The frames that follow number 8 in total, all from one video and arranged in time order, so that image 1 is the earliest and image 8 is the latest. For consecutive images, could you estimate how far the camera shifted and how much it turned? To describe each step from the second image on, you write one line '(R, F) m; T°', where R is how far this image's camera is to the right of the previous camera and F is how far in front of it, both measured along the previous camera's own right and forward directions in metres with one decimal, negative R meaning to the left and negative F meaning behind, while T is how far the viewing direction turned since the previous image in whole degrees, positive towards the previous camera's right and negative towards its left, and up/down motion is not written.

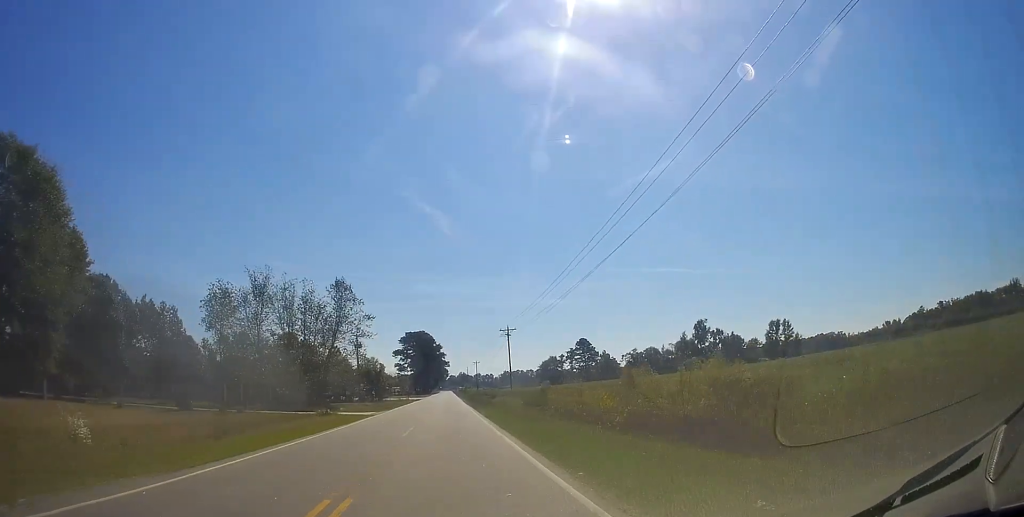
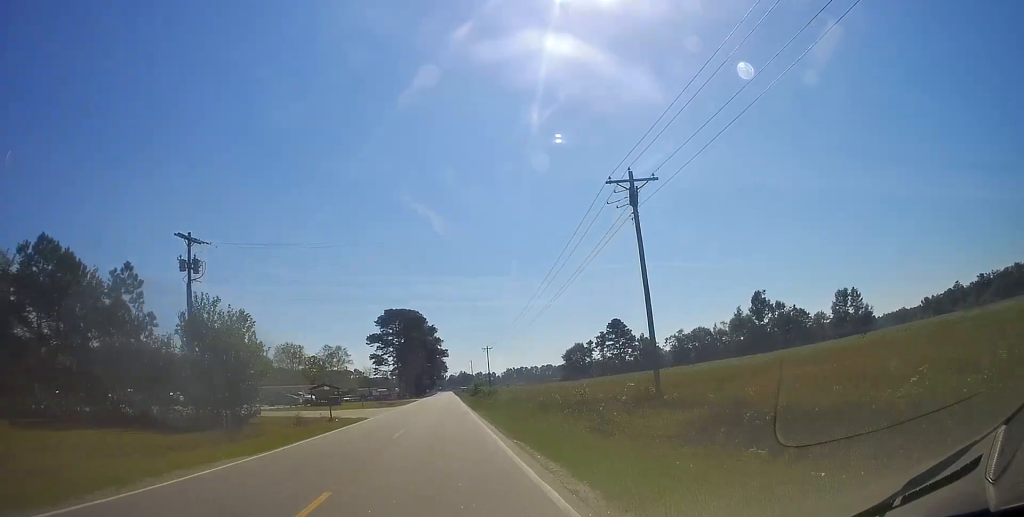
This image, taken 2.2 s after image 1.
(+0.6, +61.4) m; -1°
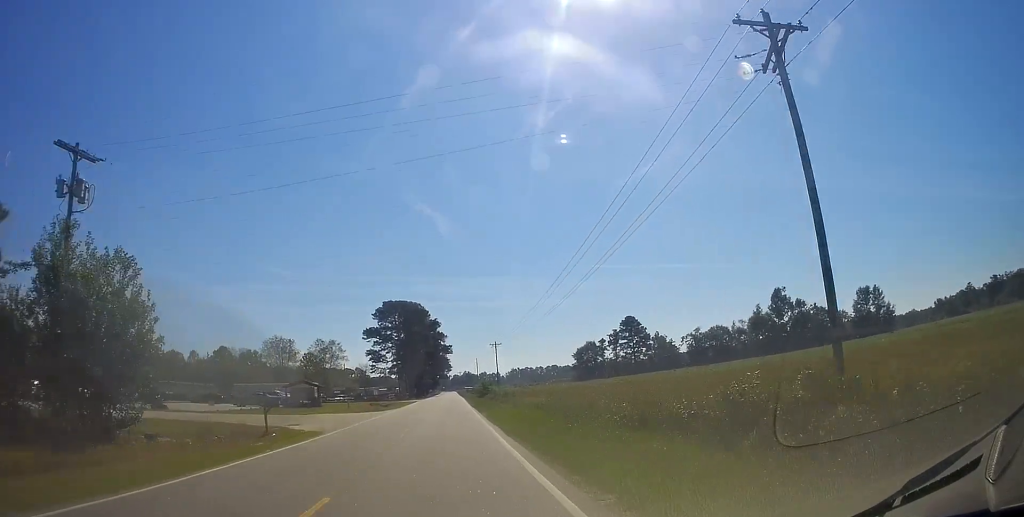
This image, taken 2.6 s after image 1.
(-0.1, +12.6) m; 0°
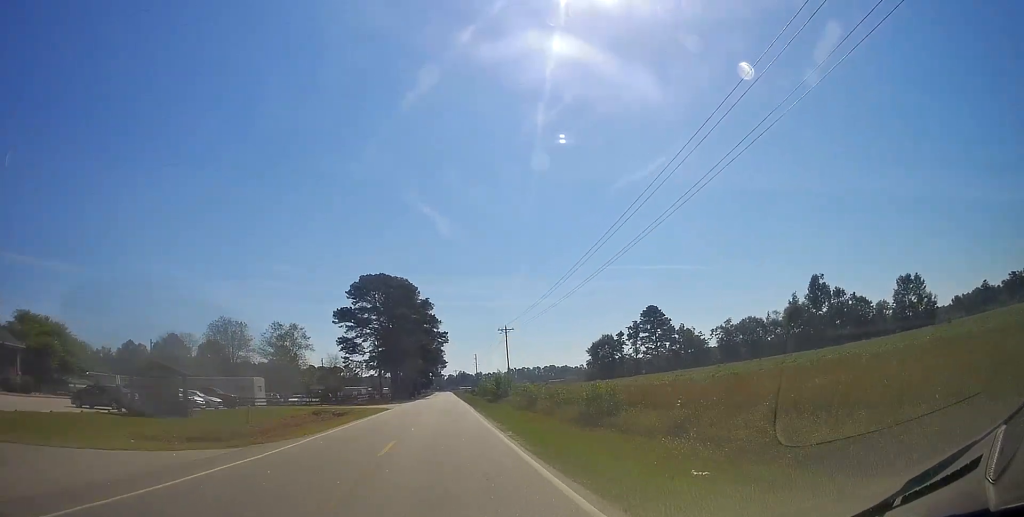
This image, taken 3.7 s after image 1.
(-0.2, +29.2) m; 0°
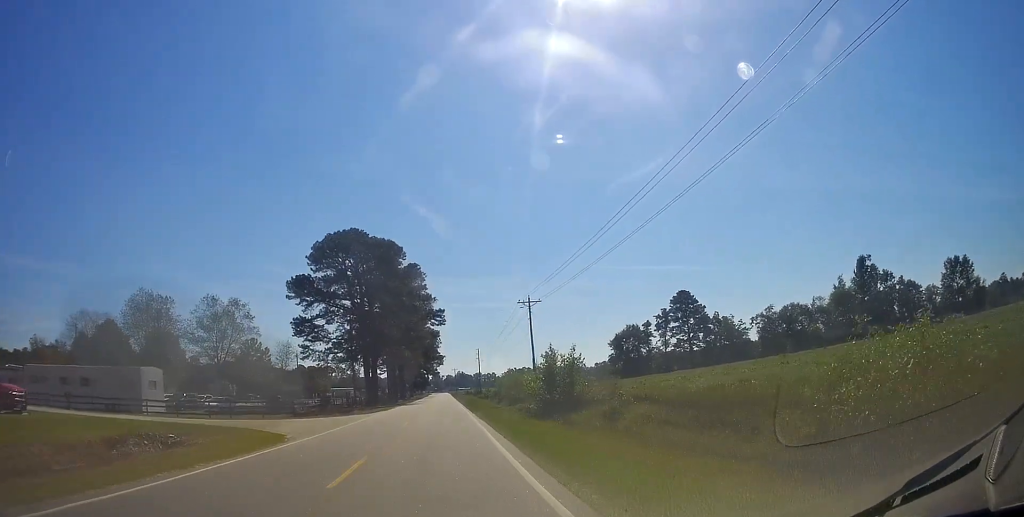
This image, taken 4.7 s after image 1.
(0.0, +28.1) m; +1°
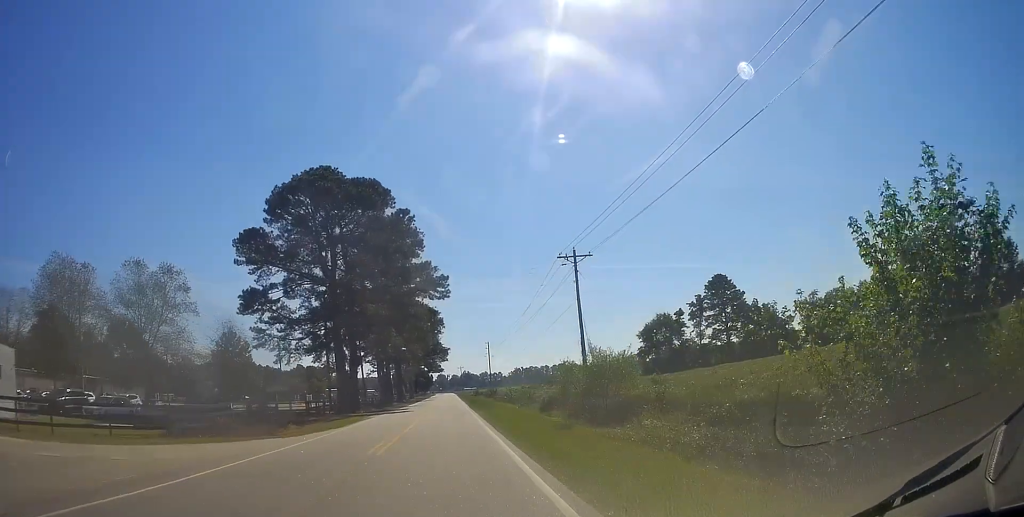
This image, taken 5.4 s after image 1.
(+0.1, +20.3) m; +1°
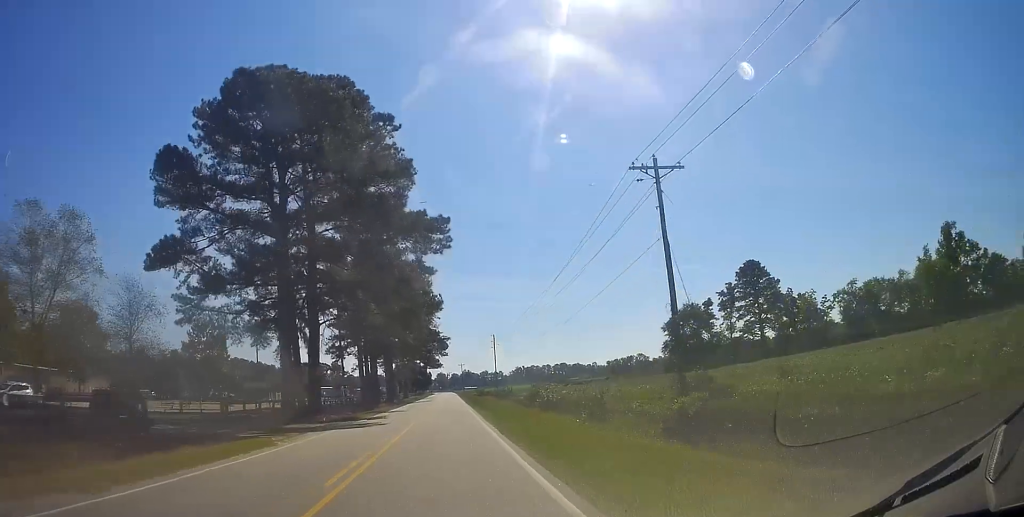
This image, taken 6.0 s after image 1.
(+0.1, +16.6) m; 0°
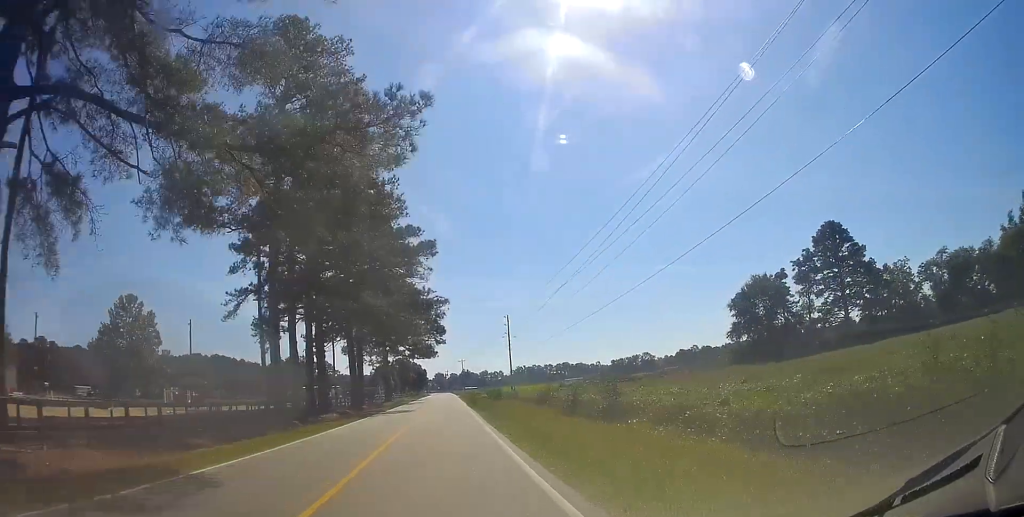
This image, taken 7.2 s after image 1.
(-0.1, +31.4) m; -1°
